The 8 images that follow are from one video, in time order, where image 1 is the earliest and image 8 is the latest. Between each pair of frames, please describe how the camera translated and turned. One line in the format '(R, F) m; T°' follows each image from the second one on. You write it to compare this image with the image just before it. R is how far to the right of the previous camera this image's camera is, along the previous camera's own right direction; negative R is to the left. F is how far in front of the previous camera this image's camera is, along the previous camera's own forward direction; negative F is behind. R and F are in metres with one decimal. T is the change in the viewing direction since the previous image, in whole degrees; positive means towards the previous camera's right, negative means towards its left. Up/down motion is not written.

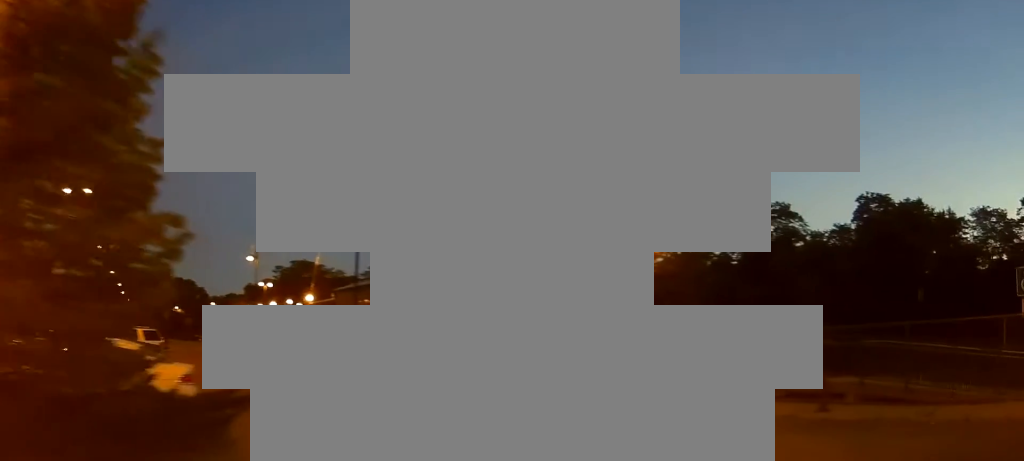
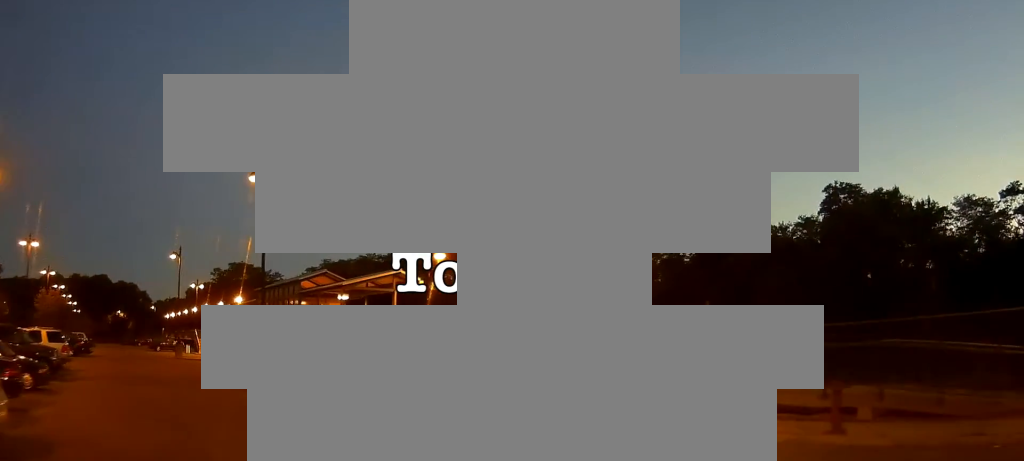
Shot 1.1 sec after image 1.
(+0.2, +4.0) m; 0°
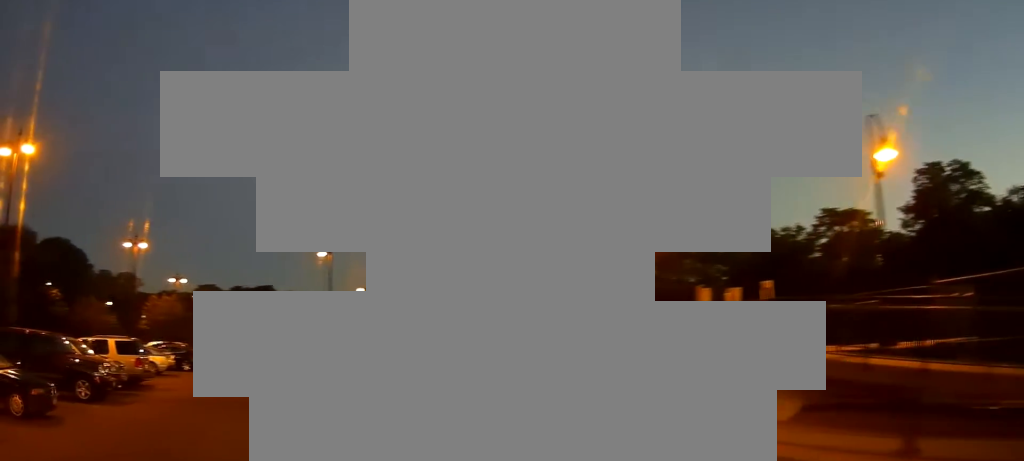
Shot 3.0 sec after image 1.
(-1.1, +7.3) m; -17°
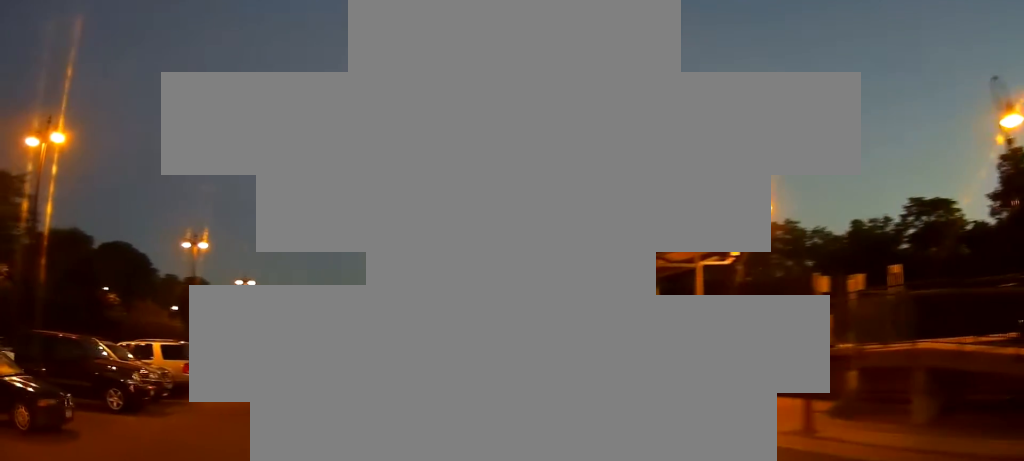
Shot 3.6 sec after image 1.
(-0.1, +2.2) m; -2°
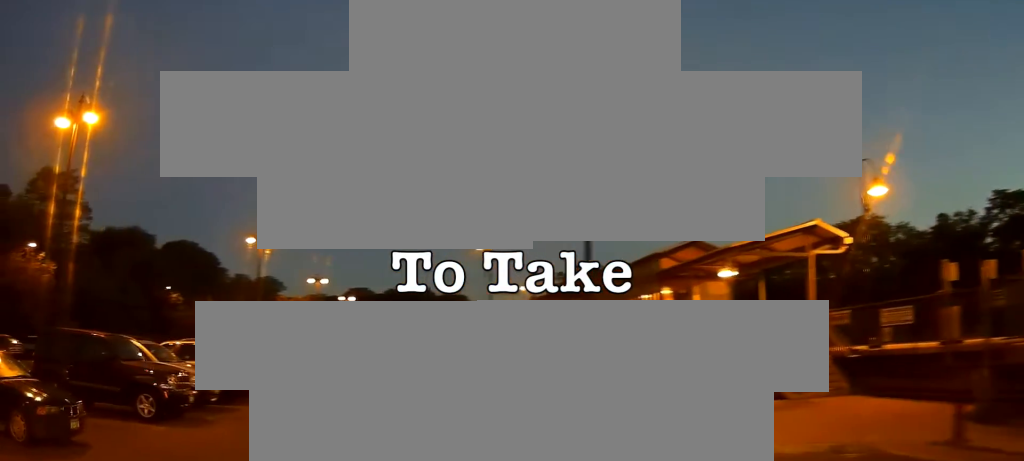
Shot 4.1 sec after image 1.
(0.0, +2.2) m; -2°
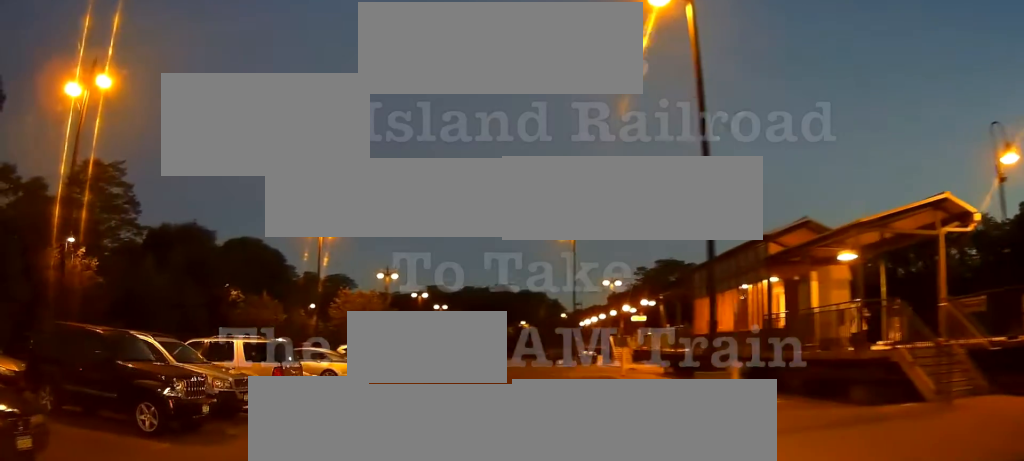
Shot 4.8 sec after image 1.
(0.0, +3.0) m; -1°
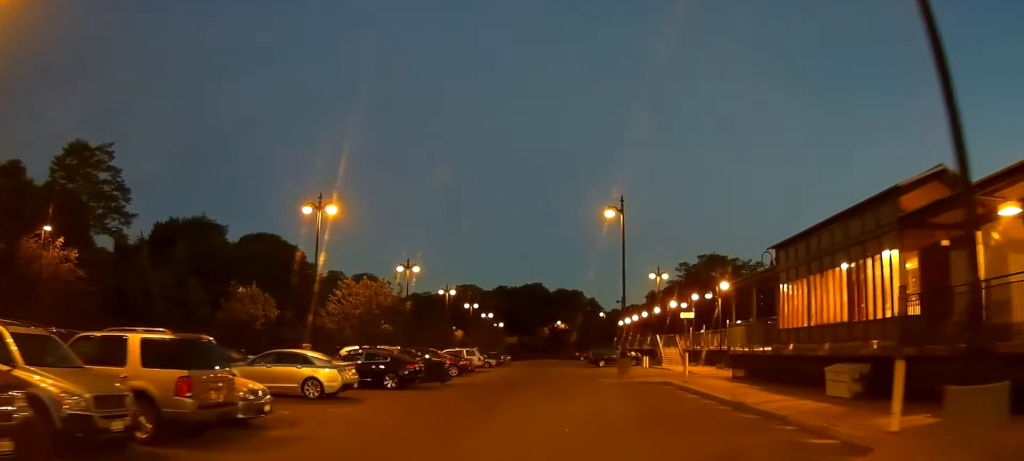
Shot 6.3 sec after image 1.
(-0.3, +5.9) m; -8°
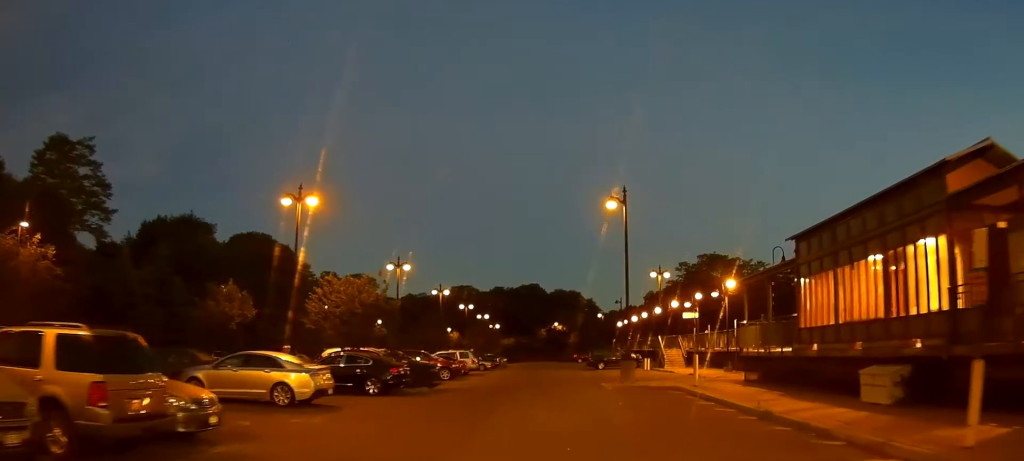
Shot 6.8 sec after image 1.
(0.0, +2.1) m; -5°
